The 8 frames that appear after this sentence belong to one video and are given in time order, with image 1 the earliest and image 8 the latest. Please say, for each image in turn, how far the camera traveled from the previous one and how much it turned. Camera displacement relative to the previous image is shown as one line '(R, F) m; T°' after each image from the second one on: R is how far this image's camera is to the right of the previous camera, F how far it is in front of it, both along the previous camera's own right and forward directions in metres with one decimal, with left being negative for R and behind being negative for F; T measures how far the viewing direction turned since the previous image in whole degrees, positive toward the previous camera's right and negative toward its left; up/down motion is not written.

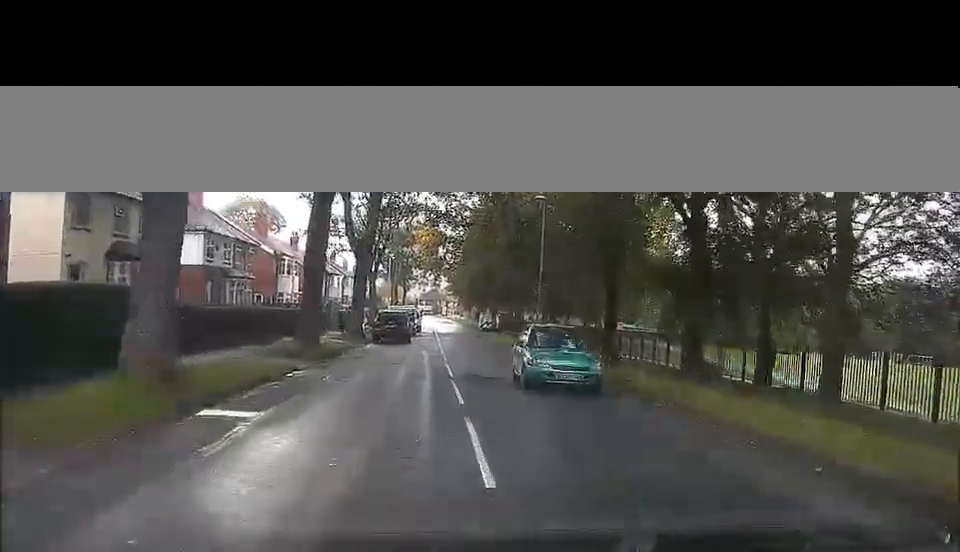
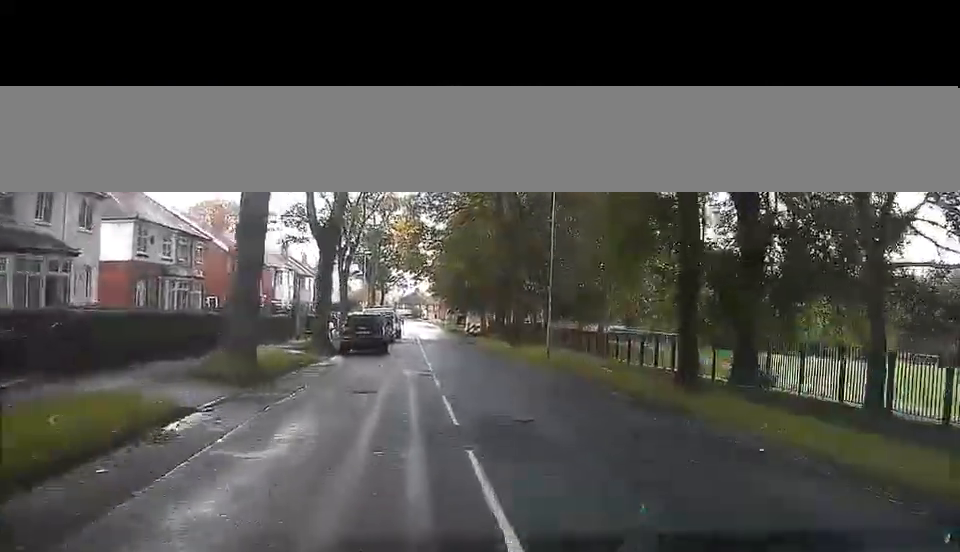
(-0.2, +8.1) m; -3°
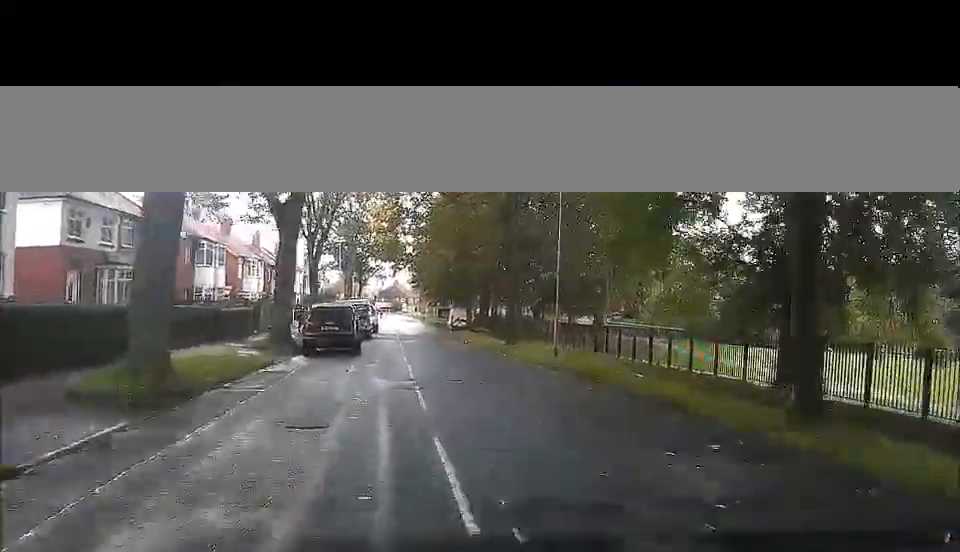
(-0.2, +5.7) m; -1°
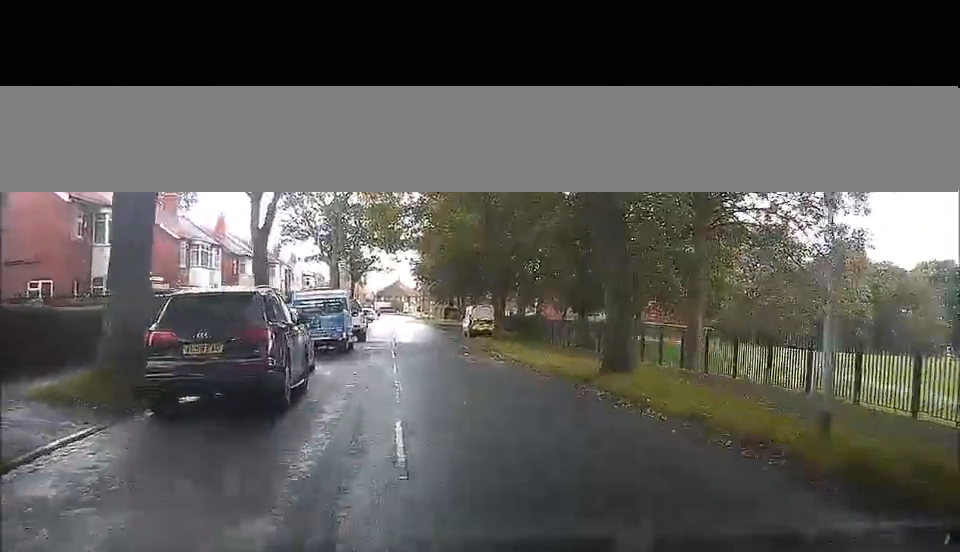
(+0.9, +16.9) m; +6°
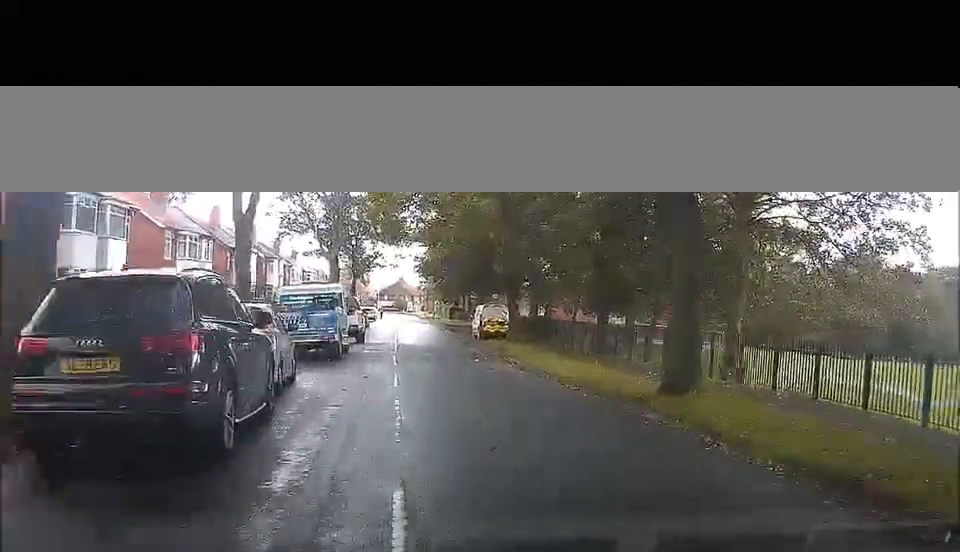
(0.0, +3.9) m; 0°
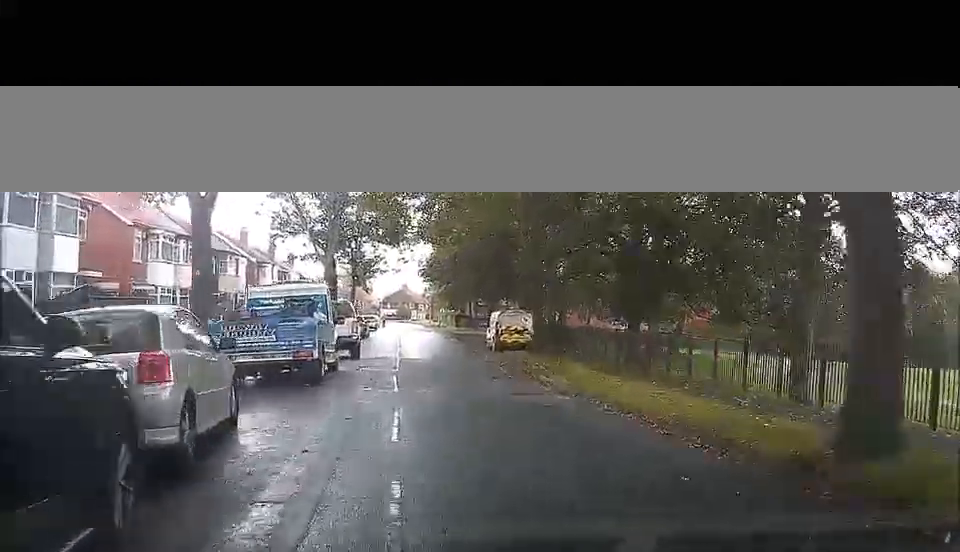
(0.0, +5.6) m; 0°
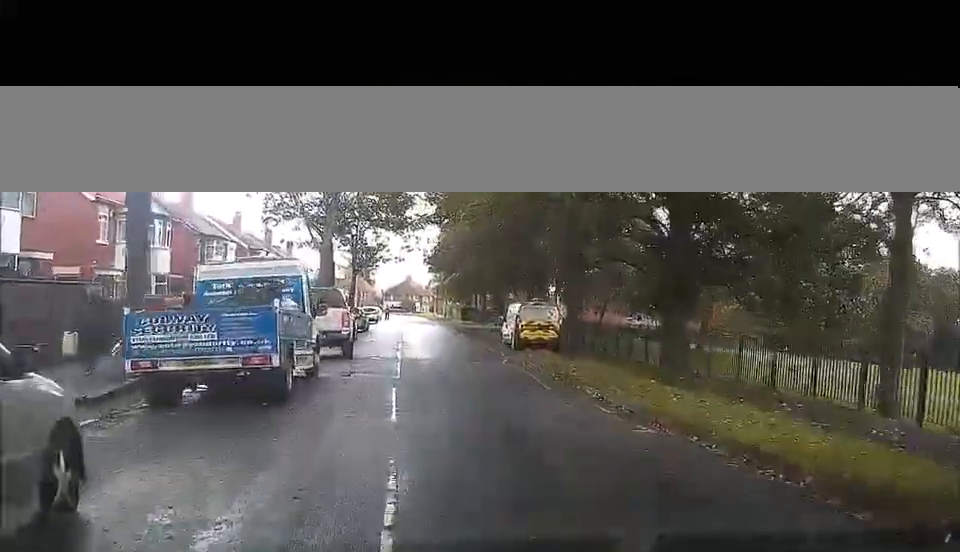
(0.0, +5.1) m; 0°
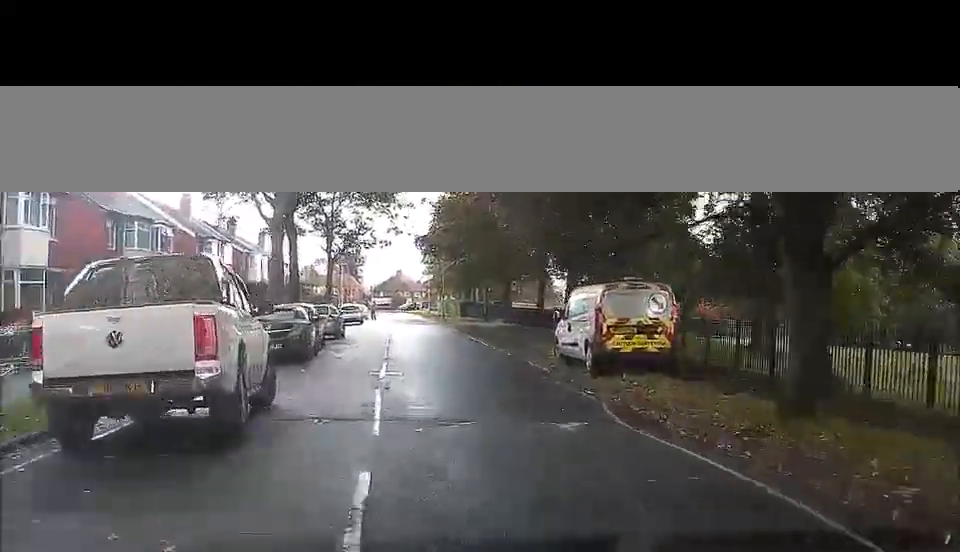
(-0.4, +14.0) m; -3°
